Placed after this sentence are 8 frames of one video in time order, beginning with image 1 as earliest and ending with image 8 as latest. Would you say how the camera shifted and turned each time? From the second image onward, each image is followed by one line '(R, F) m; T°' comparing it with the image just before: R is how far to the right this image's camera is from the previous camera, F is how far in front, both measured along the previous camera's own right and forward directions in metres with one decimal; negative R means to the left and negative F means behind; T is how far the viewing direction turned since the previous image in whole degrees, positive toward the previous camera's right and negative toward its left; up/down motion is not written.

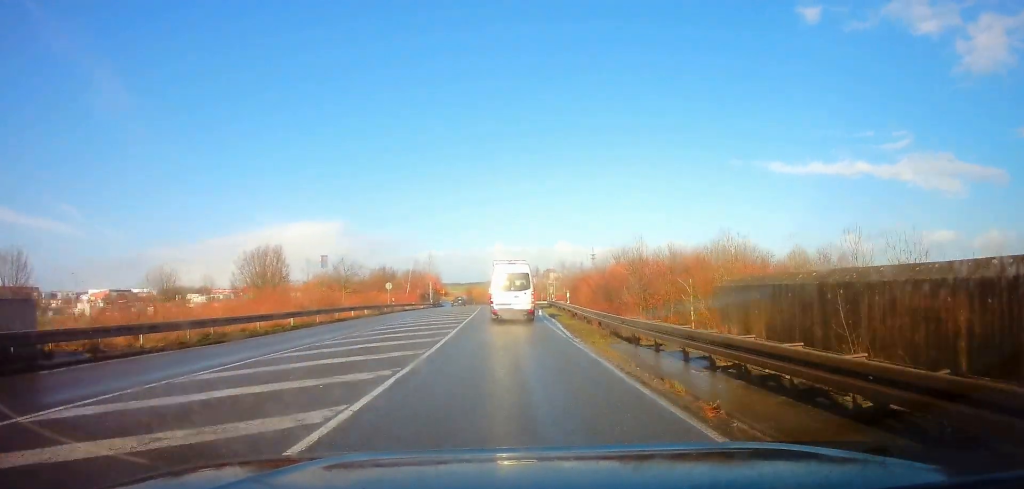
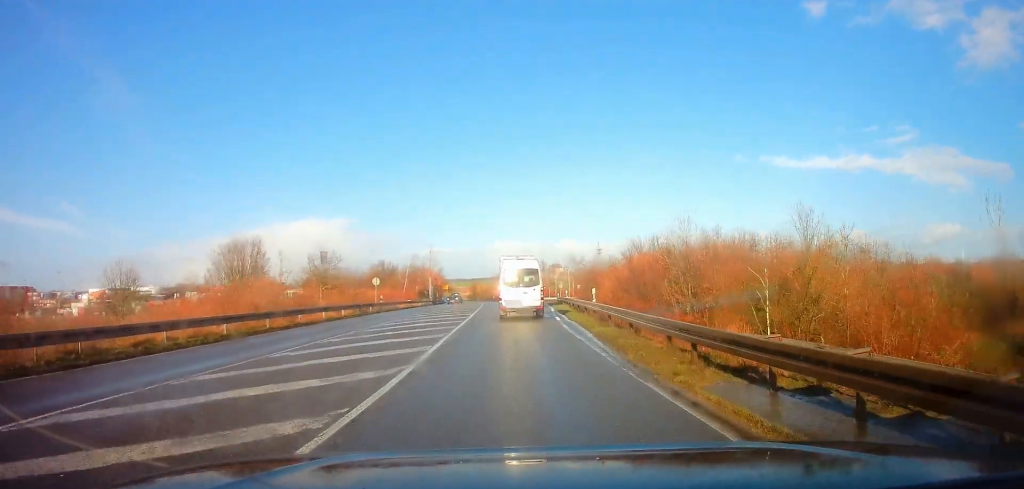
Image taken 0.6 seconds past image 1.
(0.0, +7.4) m; -1°
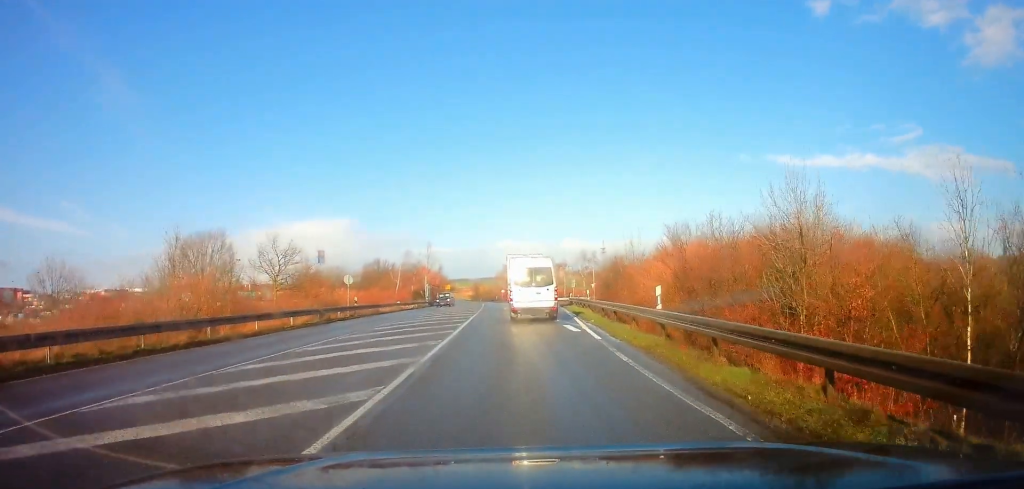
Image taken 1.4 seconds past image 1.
(-0.3, +9.5) m; 0°
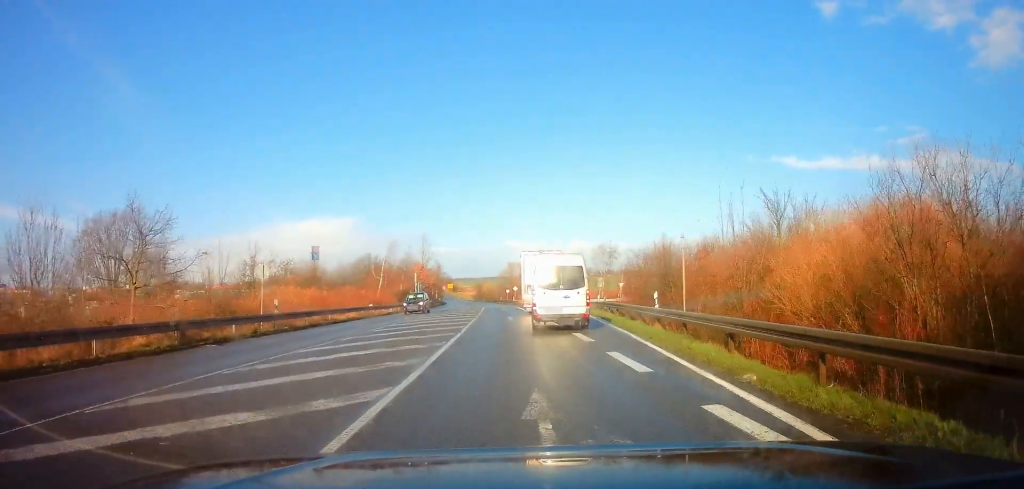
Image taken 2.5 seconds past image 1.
(+0.3, +14.4) m; 0°
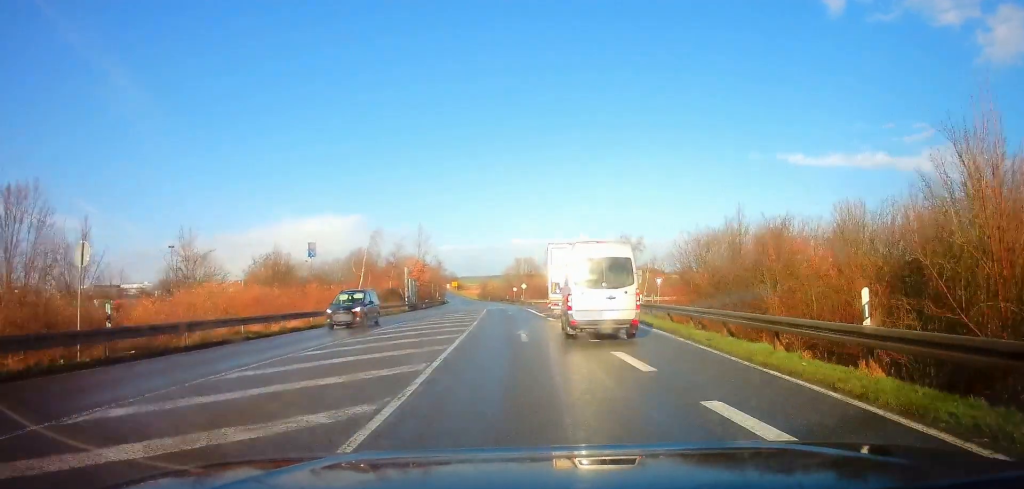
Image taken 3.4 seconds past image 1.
(-0.3, +11.9) m; 0°
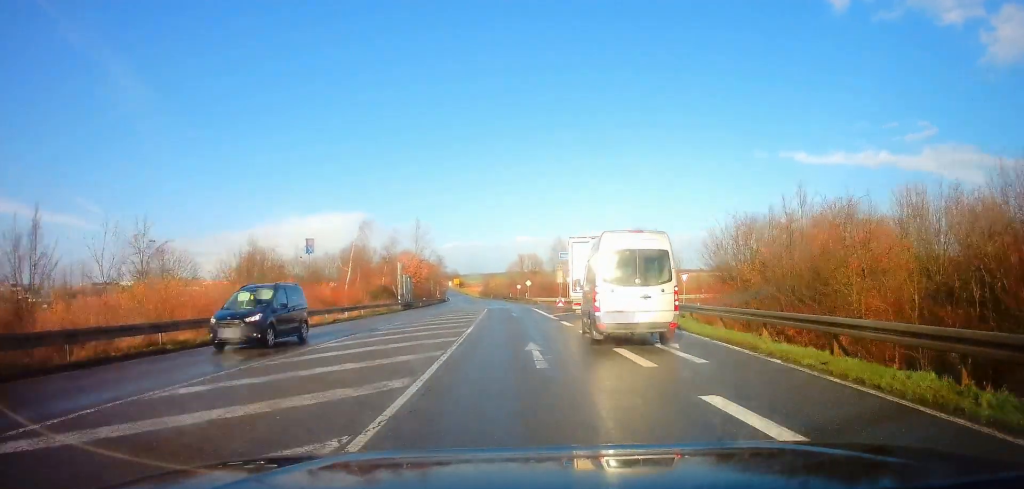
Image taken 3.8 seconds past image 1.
(0.0, +5.8) m; 0°
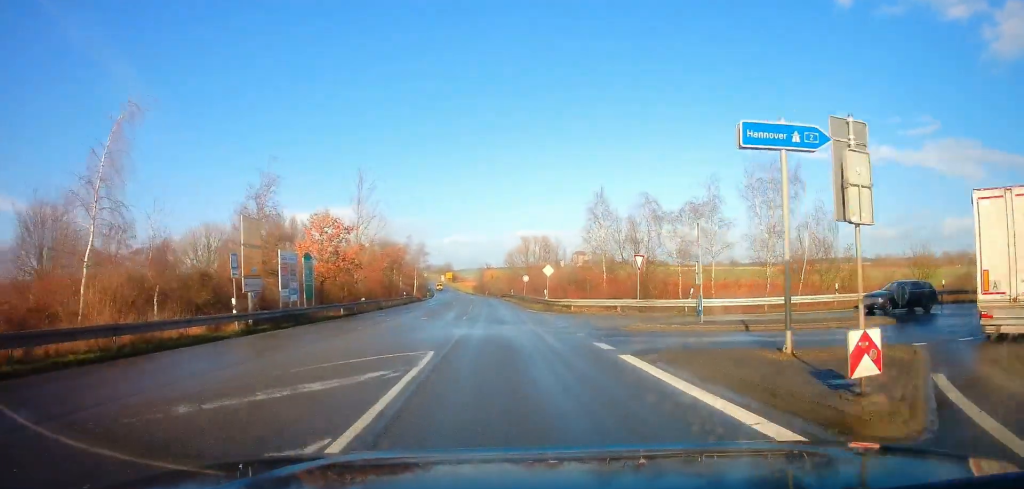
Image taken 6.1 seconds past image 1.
(-0.4, +34.1) m; -1°
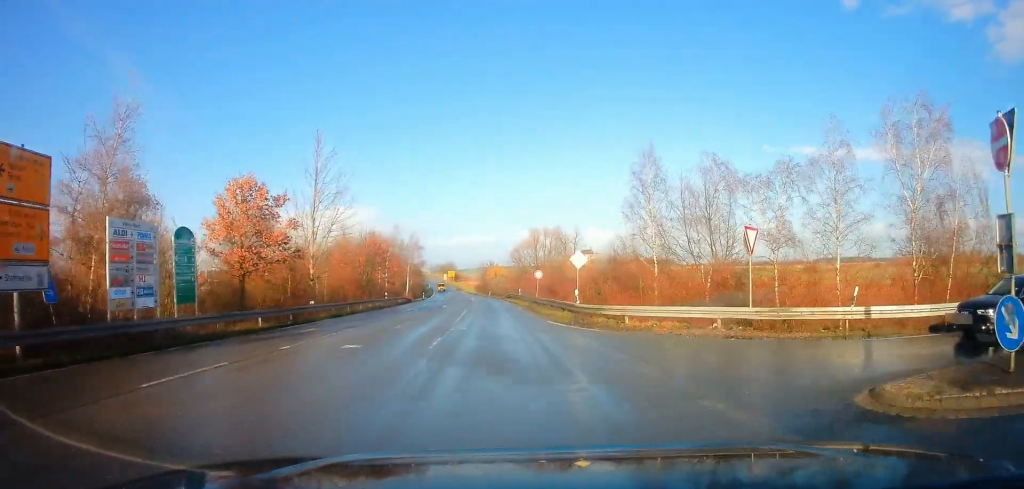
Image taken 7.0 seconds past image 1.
(+0.1, +13.6) m; 0°
